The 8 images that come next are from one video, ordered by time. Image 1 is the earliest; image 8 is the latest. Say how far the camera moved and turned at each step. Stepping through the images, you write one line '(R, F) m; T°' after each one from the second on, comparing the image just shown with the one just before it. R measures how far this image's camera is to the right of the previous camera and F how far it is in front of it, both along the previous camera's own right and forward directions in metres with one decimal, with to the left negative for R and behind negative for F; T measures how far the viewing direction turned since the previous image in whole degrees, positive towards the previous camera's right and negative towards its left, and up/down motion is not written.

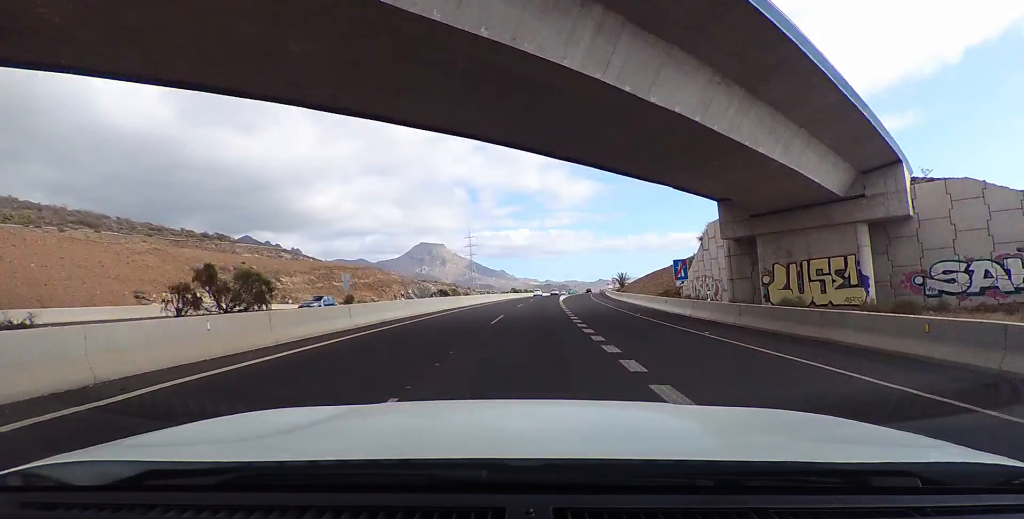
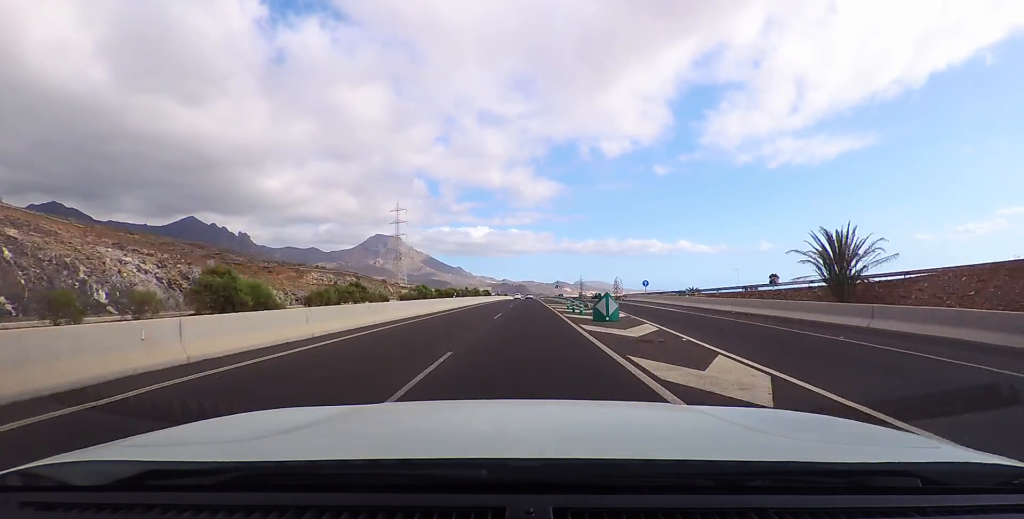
(+3.6, +83.3) m; +3°
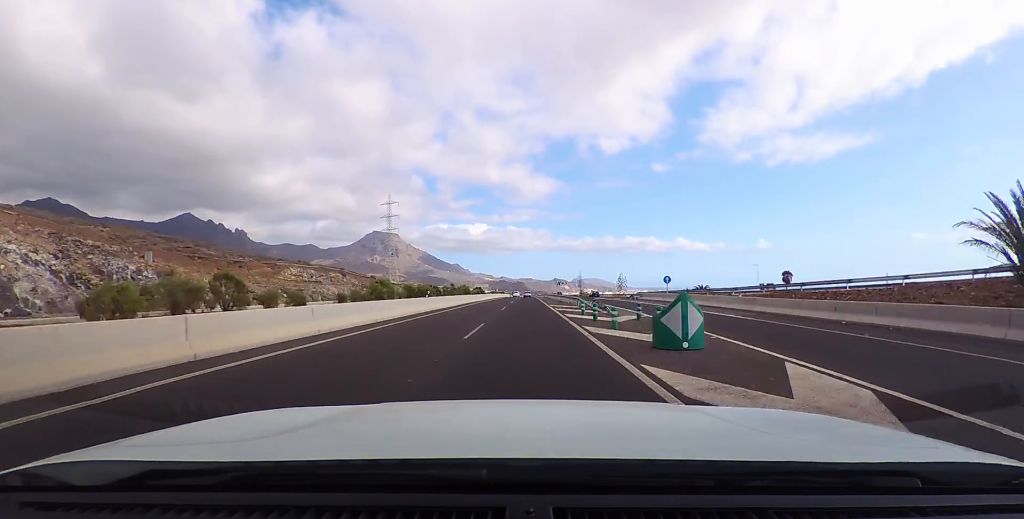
(+0.2, +10.0) m; 0°
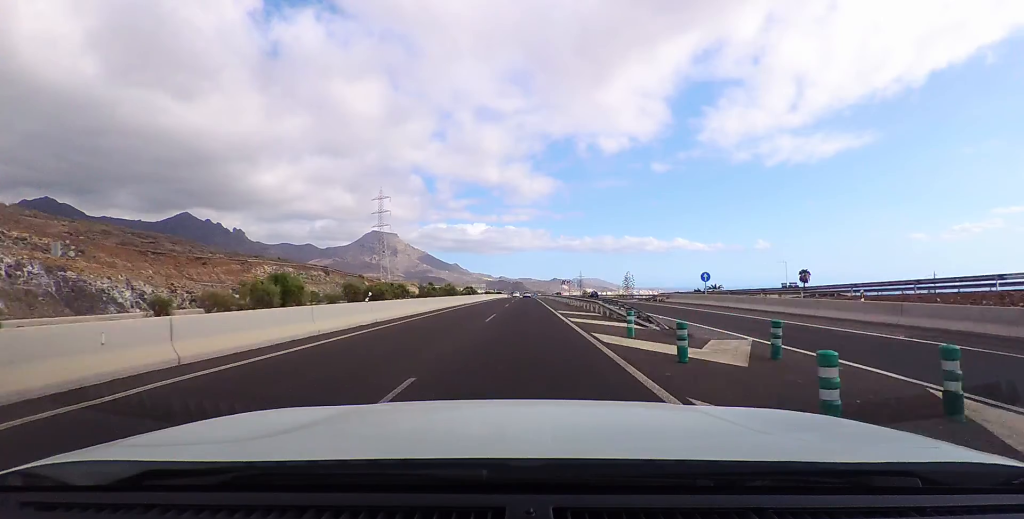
(+0.2, +10.9) m; +1°
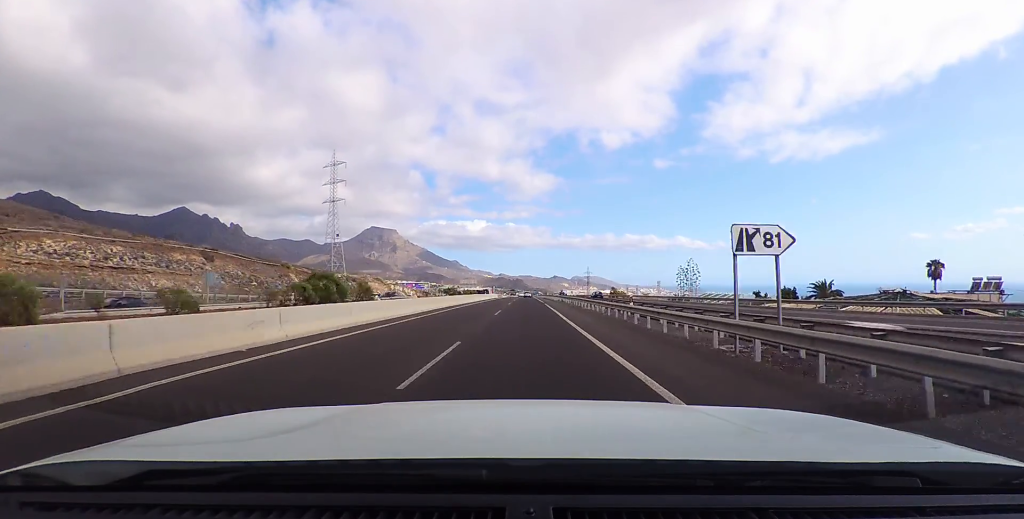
(+0.3, +49.1) m; 0°
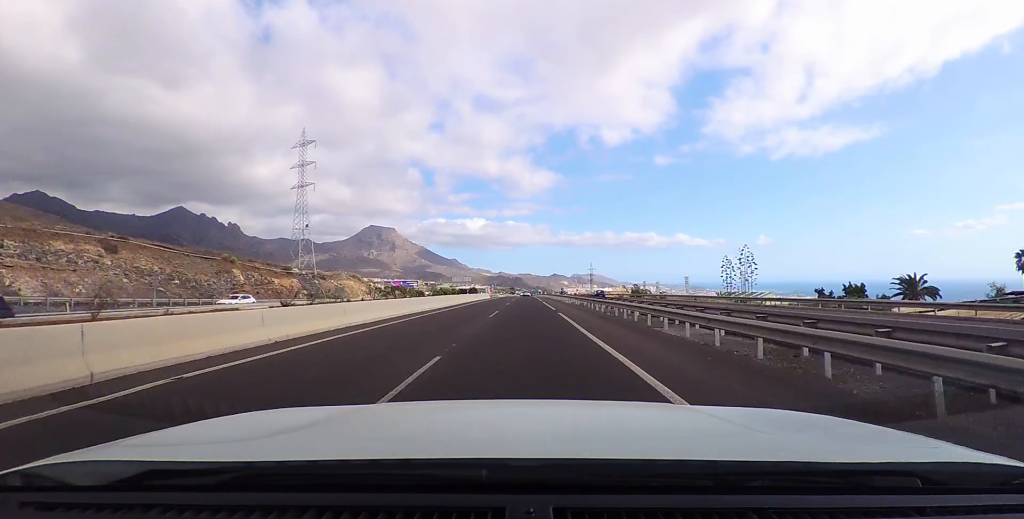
(-0.1, +20.5) m; 0°
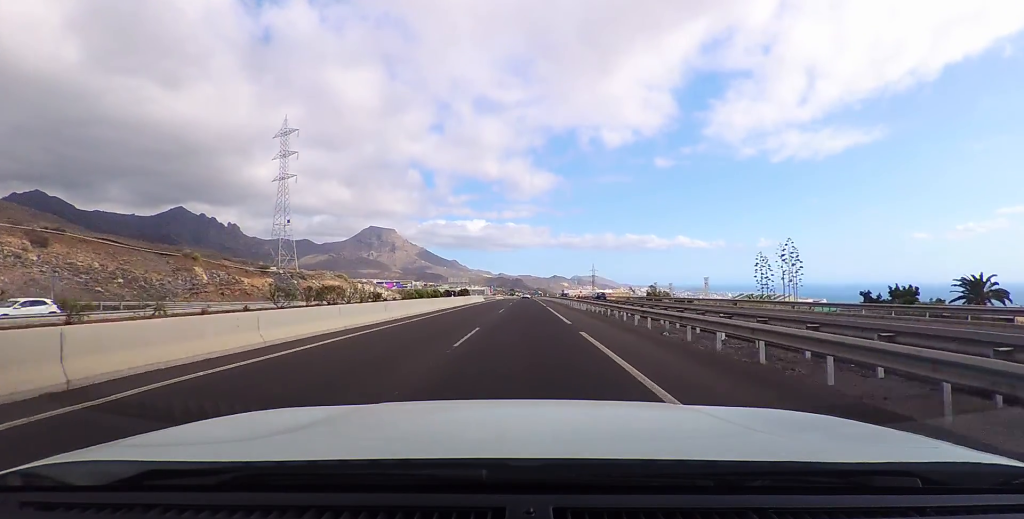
(-0.2, +10.2) m; 0°
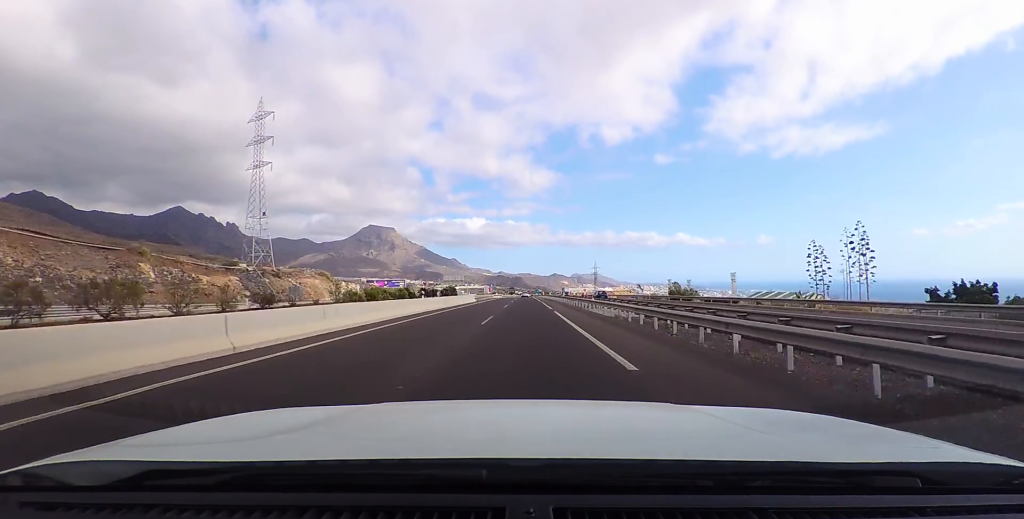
(+0.1, +11.1) m; 0°
